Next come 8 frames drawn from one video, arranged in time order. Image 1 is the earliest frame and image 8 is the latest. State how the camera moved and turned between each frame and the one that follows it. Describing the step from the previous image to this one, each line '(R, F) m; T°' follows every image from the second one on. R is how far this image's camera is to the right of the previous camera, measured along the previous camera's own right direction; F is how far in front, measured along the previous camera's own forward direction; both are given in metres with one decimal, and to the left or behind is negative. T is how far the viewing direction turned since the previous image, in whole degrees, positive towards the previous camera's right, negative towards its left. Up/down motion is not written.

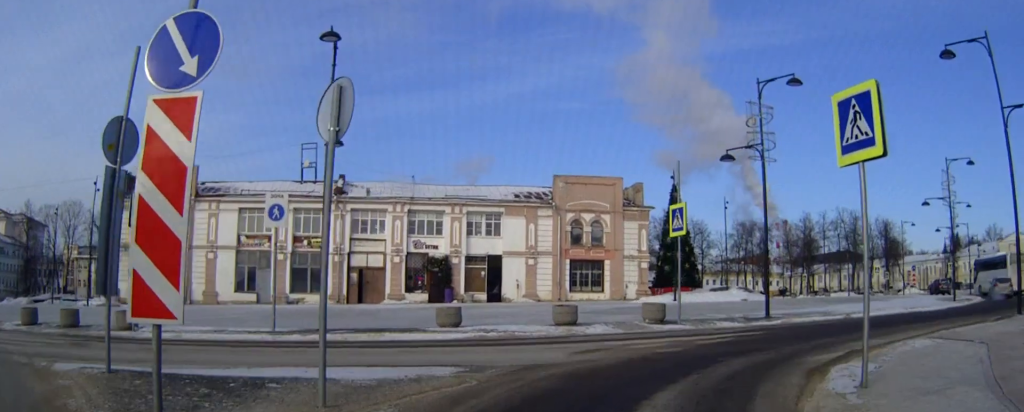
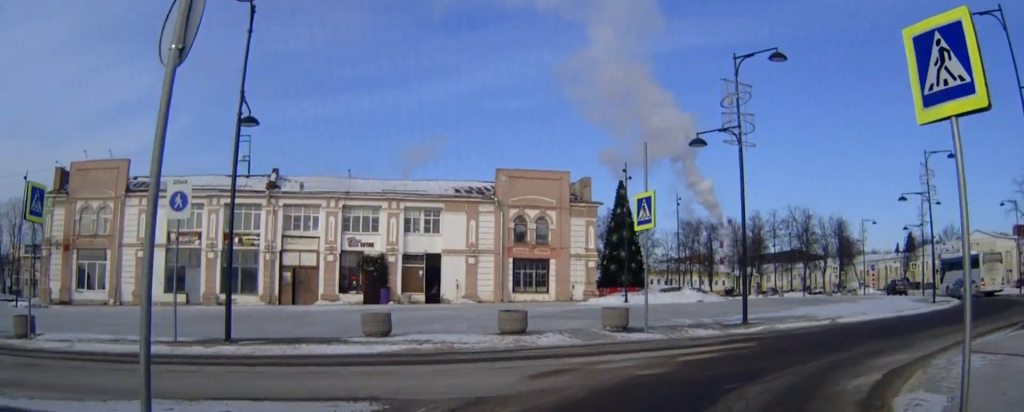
(0.0, +3.2) m; +5°
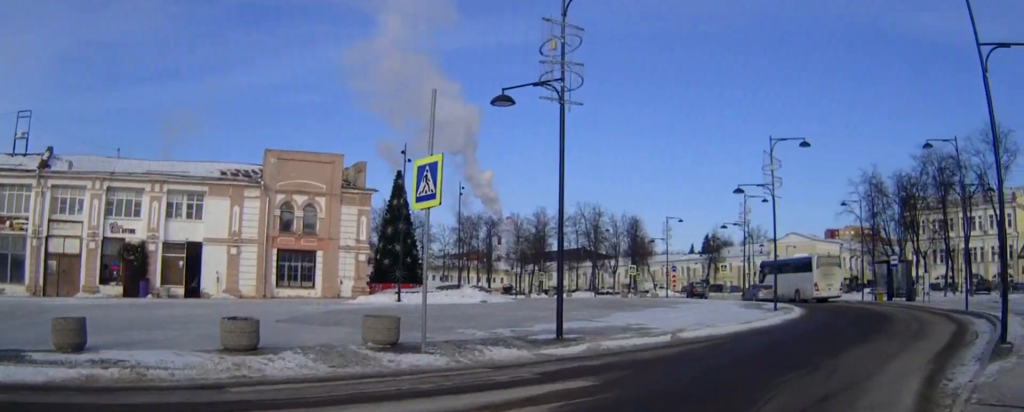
(+0.5, +5.4) m; +15°
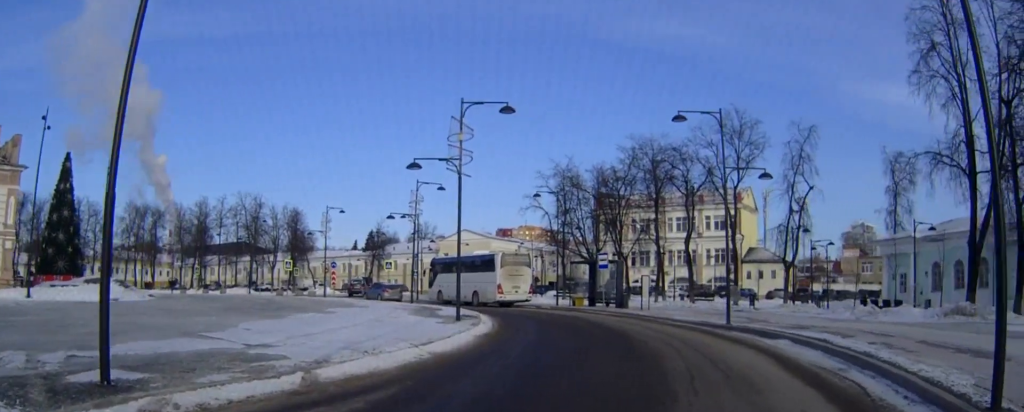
(+1.7, +7.0) m; +24°
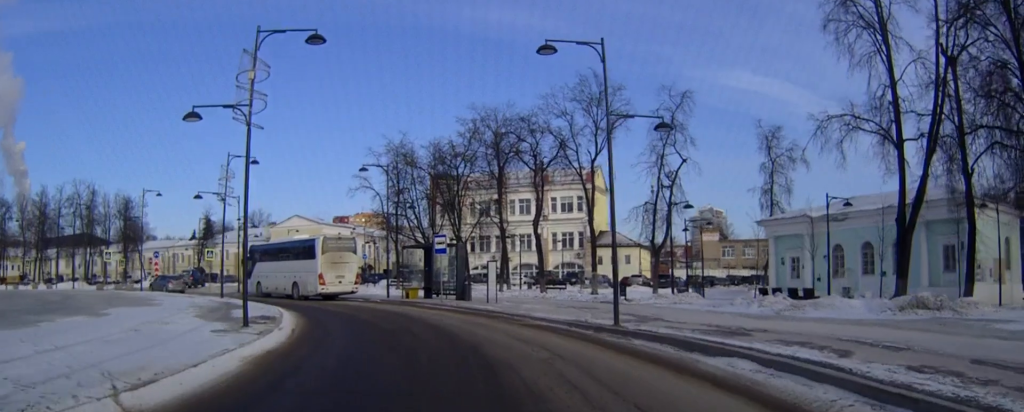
(+1.1, +6.8) m; +12°
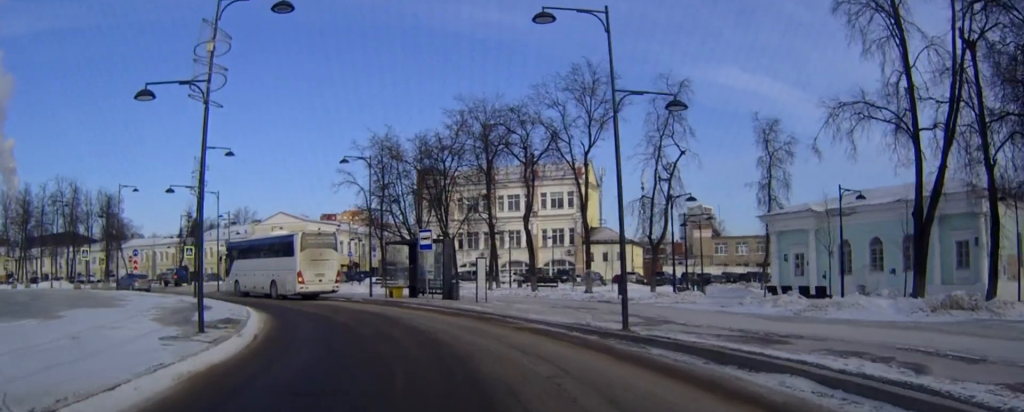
(+0.1, +2.3) m; +2°
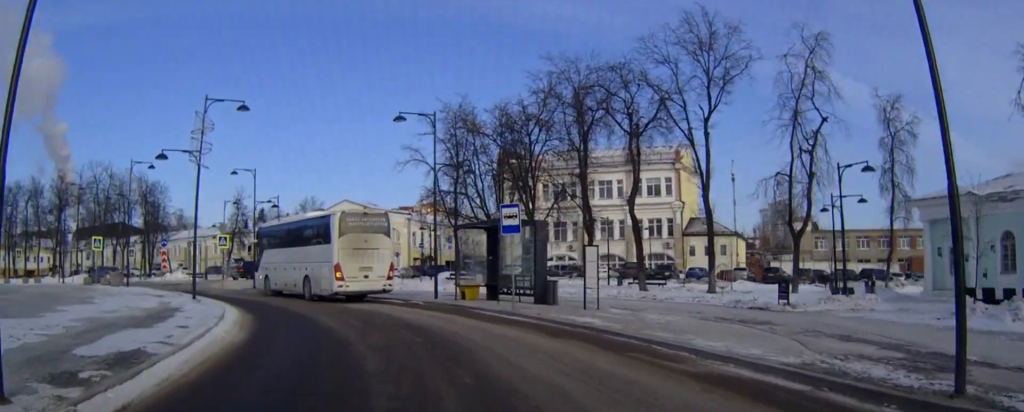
(-0.1, +9.7) m; -3°
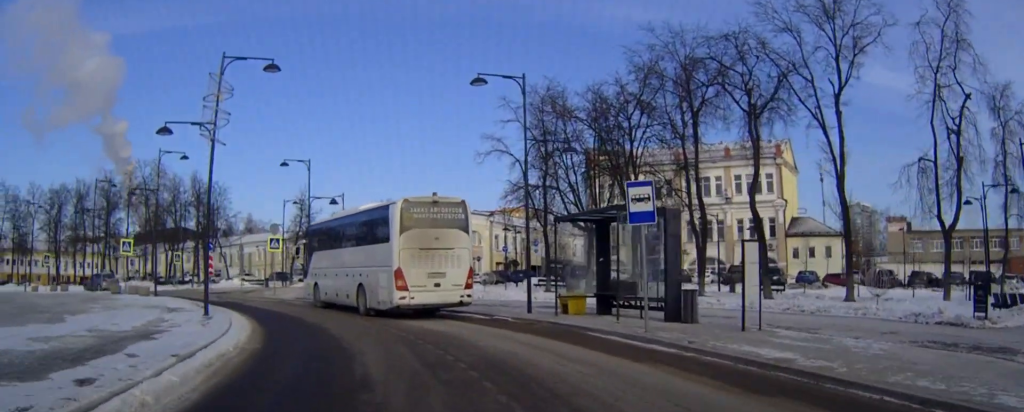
(-0.3, +6.9) m; -6°
